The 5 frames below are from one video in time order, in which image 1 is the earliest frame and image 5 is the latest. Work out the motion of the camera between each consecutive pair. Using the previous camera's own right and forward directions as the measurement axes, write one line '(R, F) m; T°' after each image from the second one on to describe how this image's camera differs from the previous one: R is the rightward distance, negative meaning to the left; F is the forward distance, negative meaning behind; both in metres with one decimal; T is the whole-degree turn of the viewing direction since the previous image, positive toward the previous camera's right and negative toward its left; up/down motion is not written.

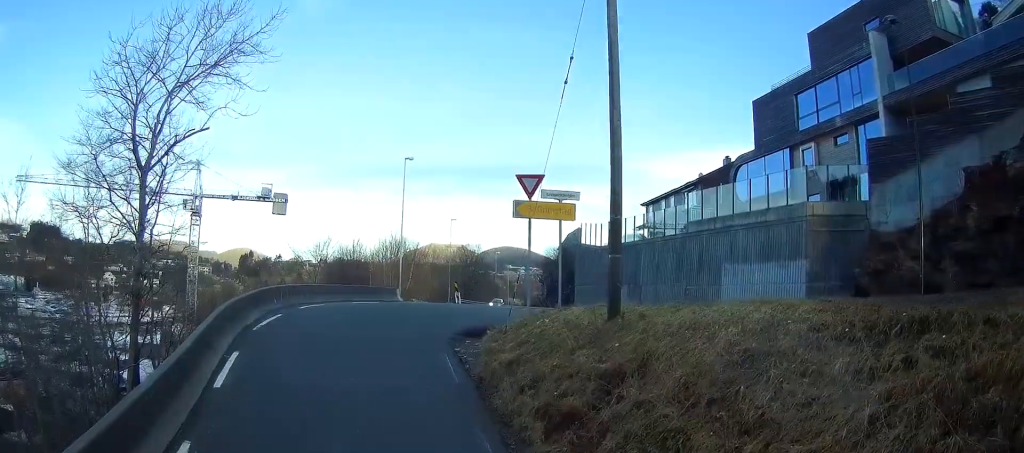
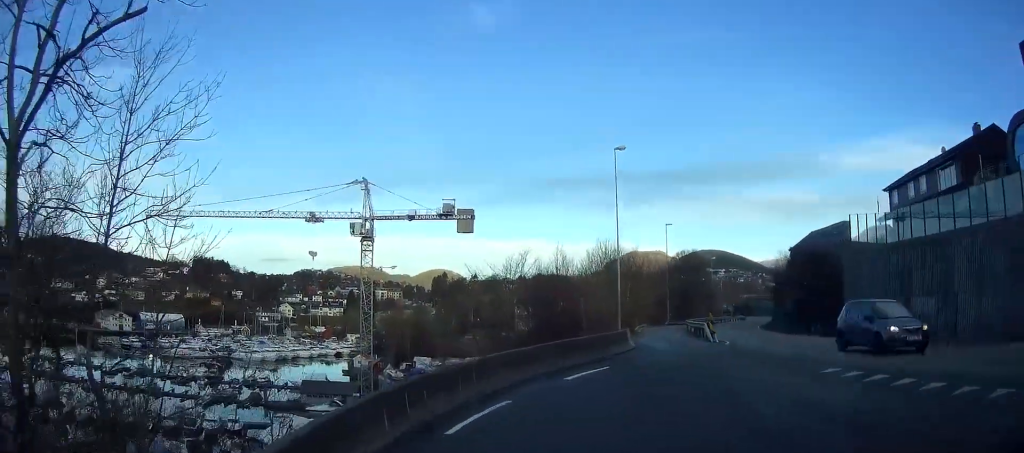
(-2.9, +16.6) m; -18°
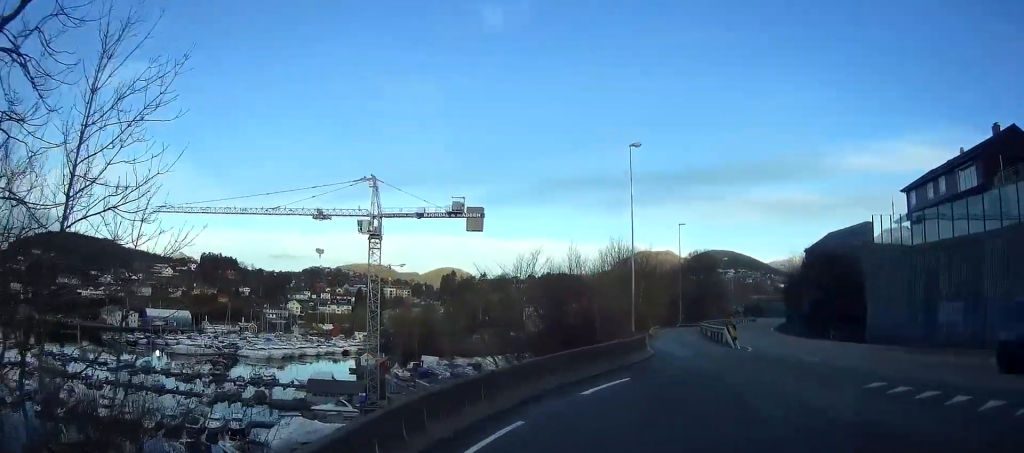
(0.0, +1.6) m; 0°
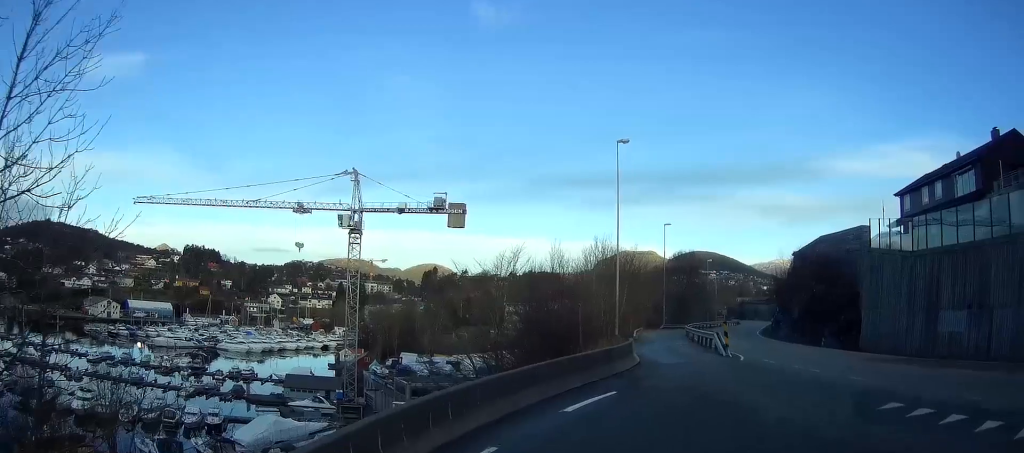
(0.0, +1.6) m; 0°
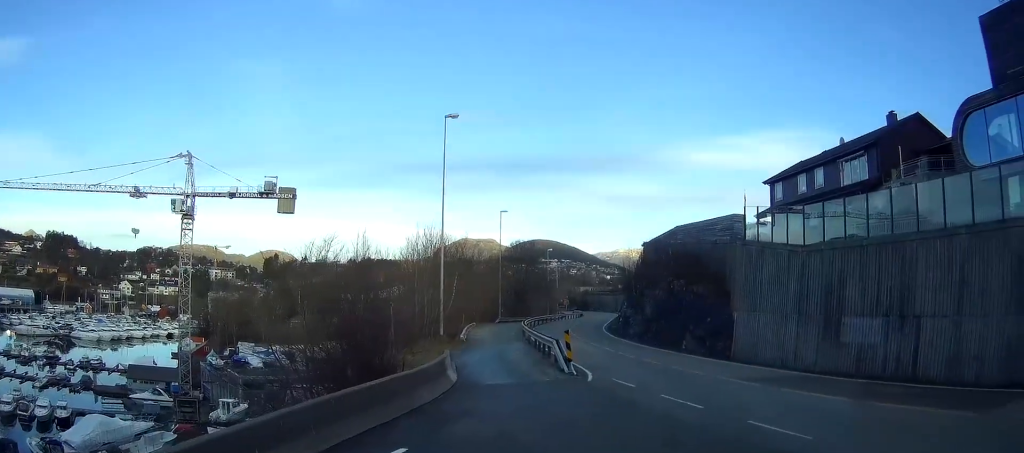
(-0.1, +4.9) m; +3°
